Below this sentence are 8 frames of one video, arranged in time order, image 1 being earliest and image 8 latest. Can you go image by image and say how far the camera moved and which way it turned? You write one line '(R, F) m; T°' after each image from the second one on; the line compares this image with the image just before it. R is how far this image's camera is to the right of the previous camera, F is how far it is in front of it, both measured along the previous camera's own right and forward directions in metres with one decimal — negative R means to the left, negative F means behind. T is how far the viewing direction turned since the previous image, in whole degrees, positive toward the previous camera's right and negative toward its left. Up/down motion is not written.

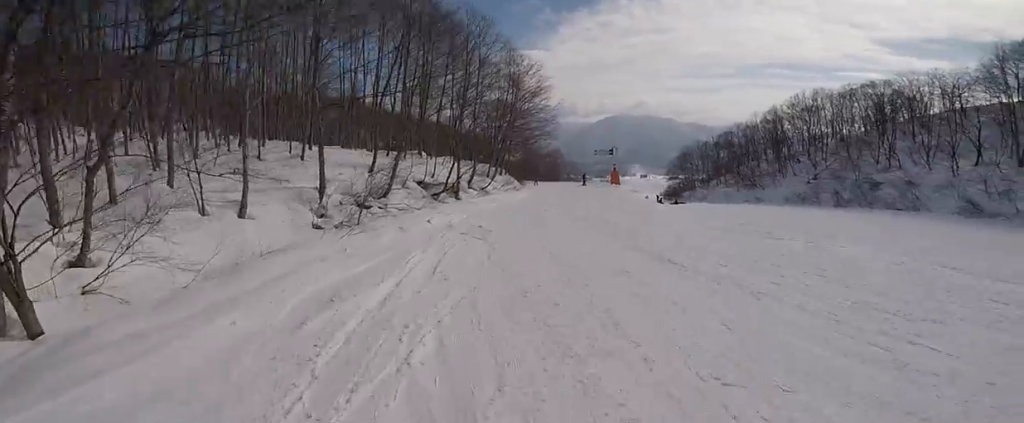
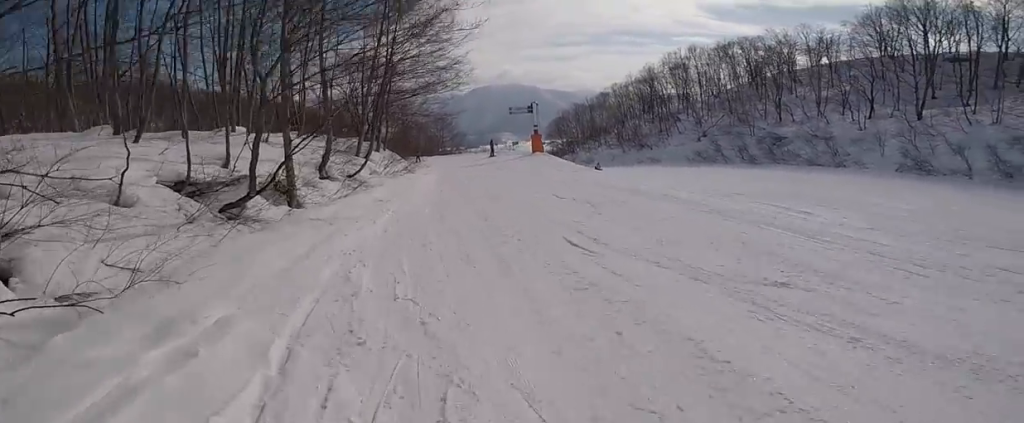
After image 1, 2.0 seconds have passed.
(+2.6, +12.8) m; +24°
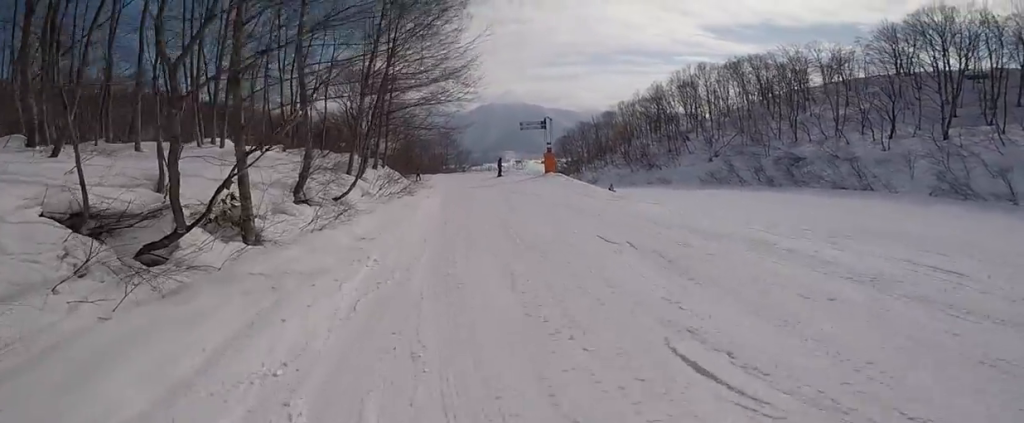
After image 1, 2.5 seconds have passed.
(+0.6, +3.2) m; +1°
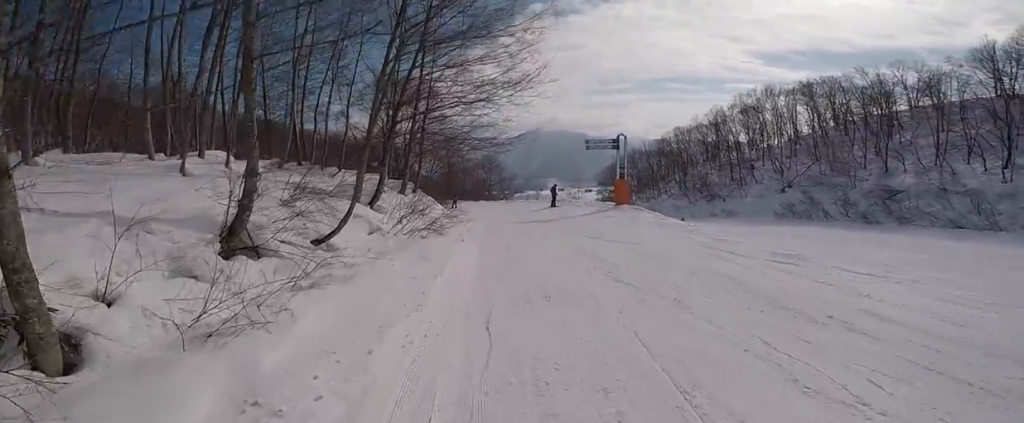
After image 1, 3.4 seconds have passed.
(+0.3, +6.1) m; -3°
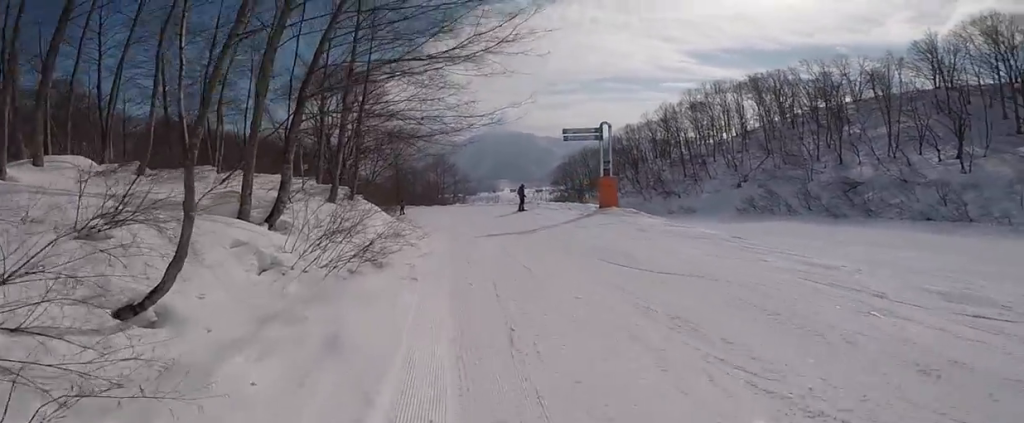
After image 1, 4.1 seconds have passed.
(-0.4, +4.5) m; -6°
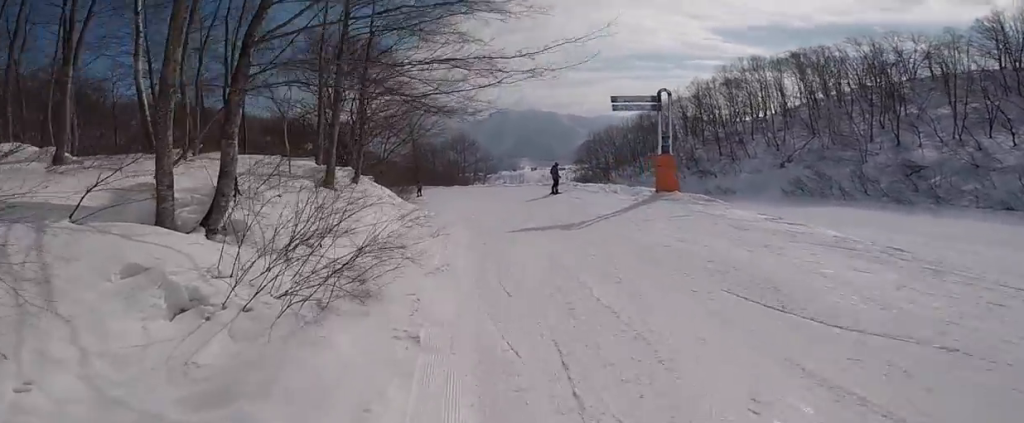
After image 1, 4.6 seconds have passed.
(-0.2, +3.2) m; +6°
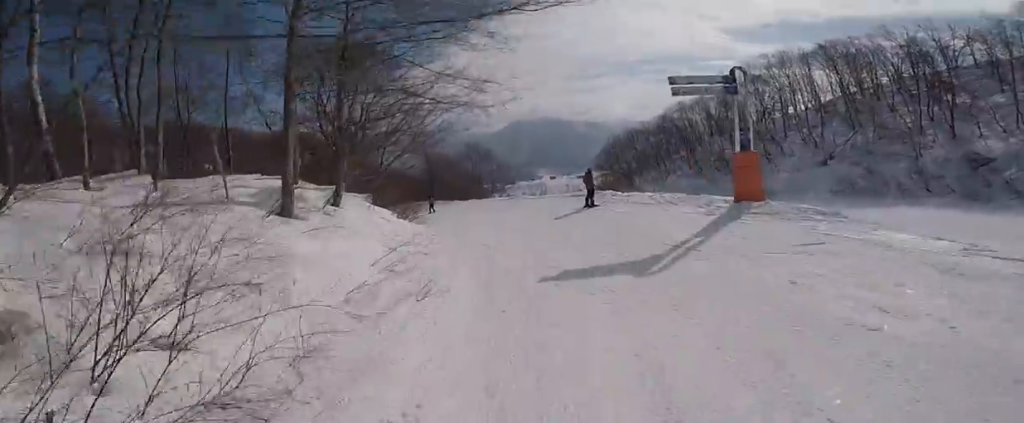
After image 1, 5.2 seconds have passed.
(0.0, +4.0) m; +8°
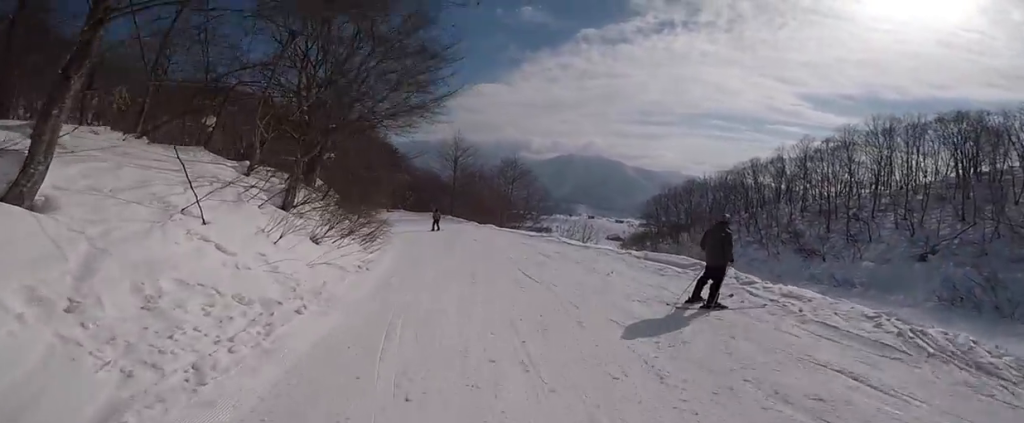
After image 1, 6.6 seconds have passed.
(+1.8, +8.9) m; +2°
